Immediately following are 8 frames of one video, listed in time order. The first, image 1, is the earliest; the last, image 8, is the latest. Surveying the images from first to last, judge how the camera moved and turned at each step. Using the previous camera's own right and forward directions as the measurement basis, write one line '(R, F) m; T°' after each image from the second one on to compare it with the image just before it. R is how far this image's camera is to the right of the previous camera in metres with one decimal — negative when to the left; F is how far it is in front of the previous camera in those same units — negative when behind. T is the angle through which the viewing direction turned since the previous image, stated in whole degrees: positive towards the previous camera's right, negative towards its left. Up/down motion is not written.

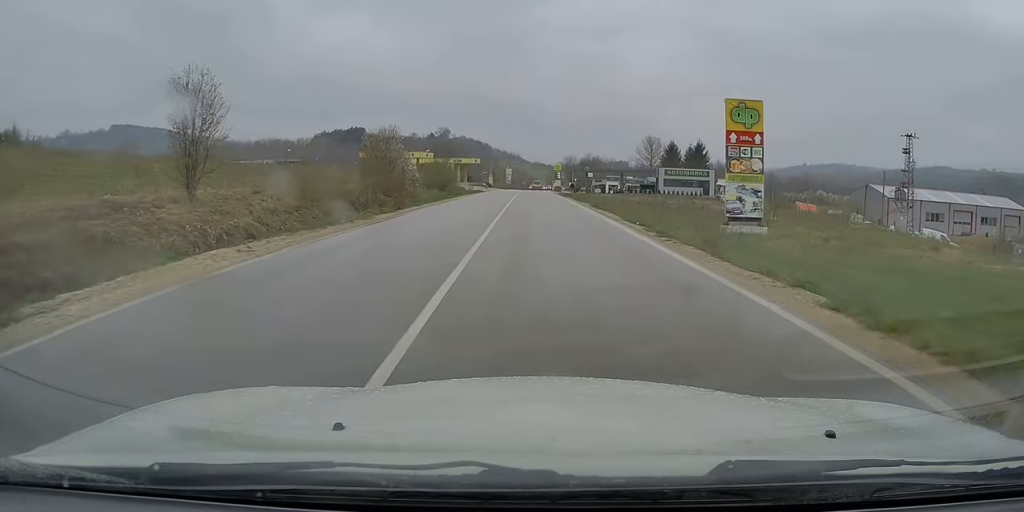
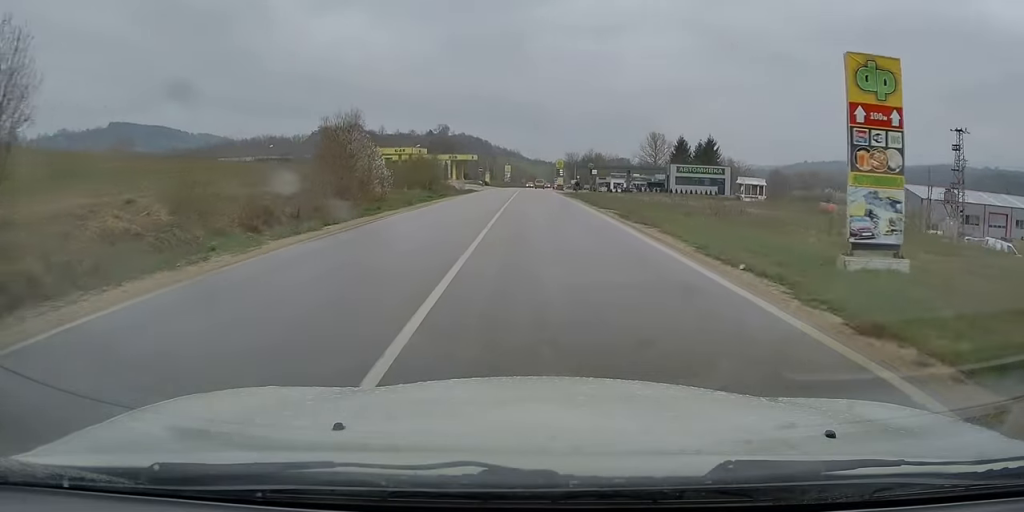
(0.0, +9.5) m; -1°
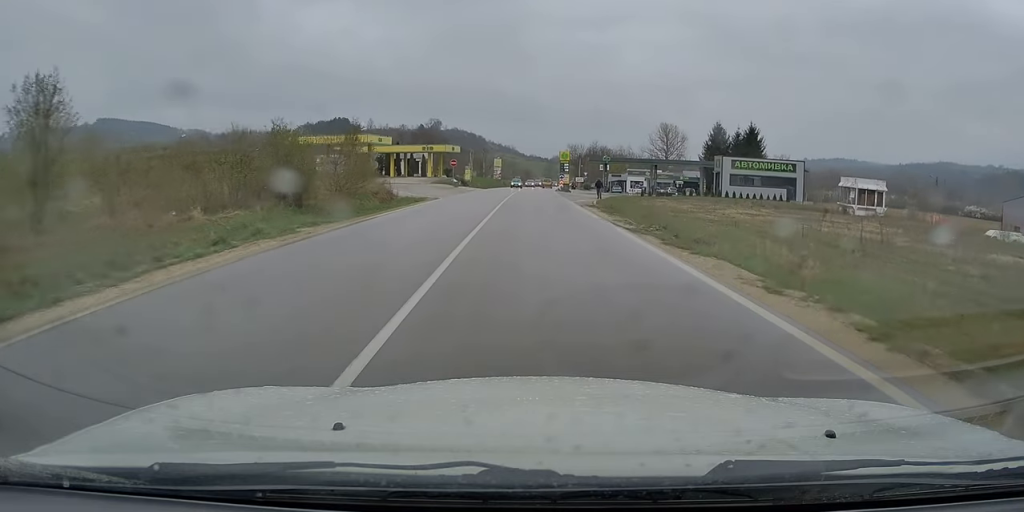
(-0.5, +31.5) m; 0°
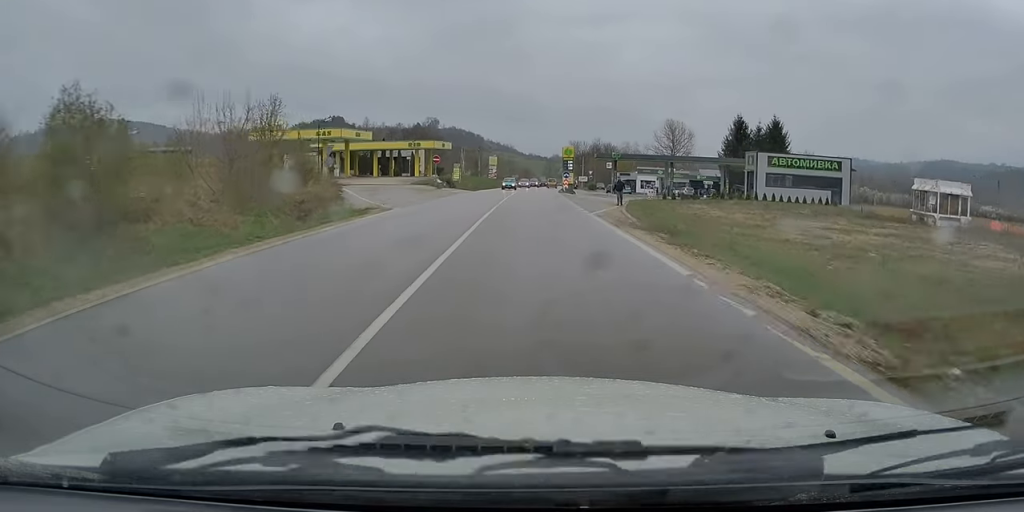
(+0.2, +12.4) m; +1°
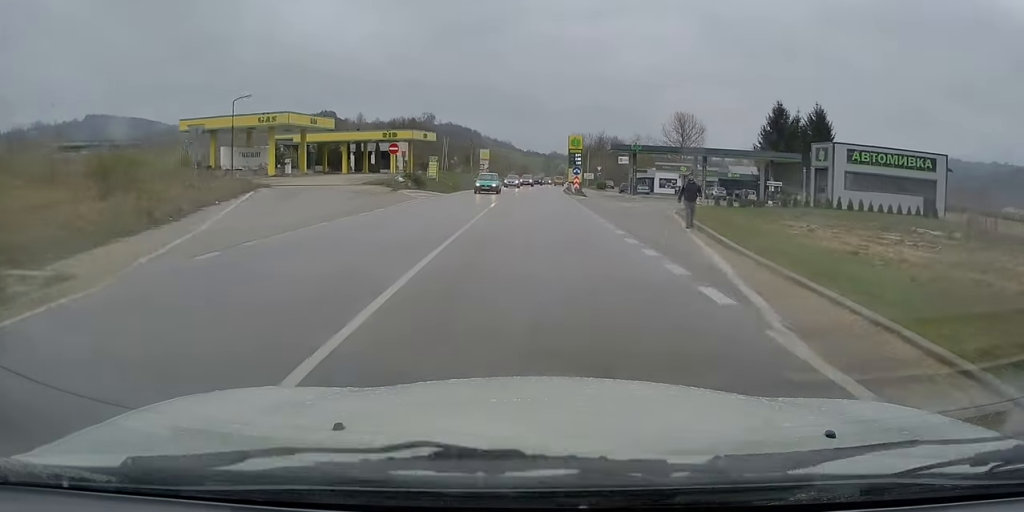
(0.0, +17.3) m; 0°
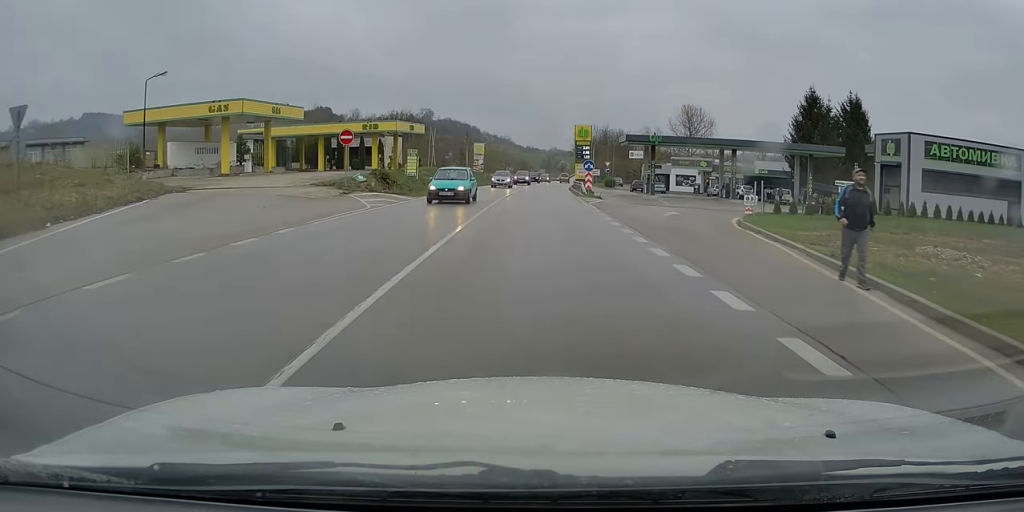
(+0.1, +10.3) m; +1°
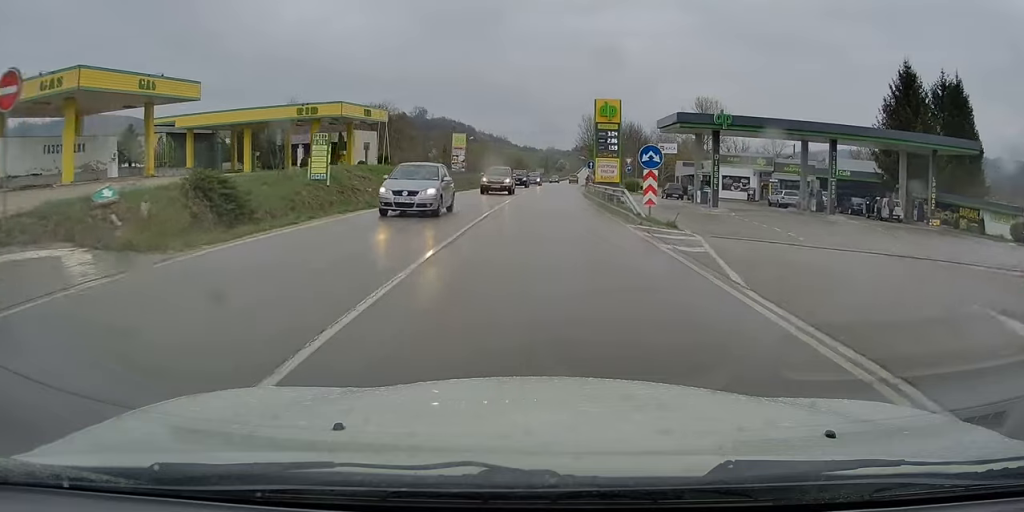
(+0.1, +21.3) m; -1°
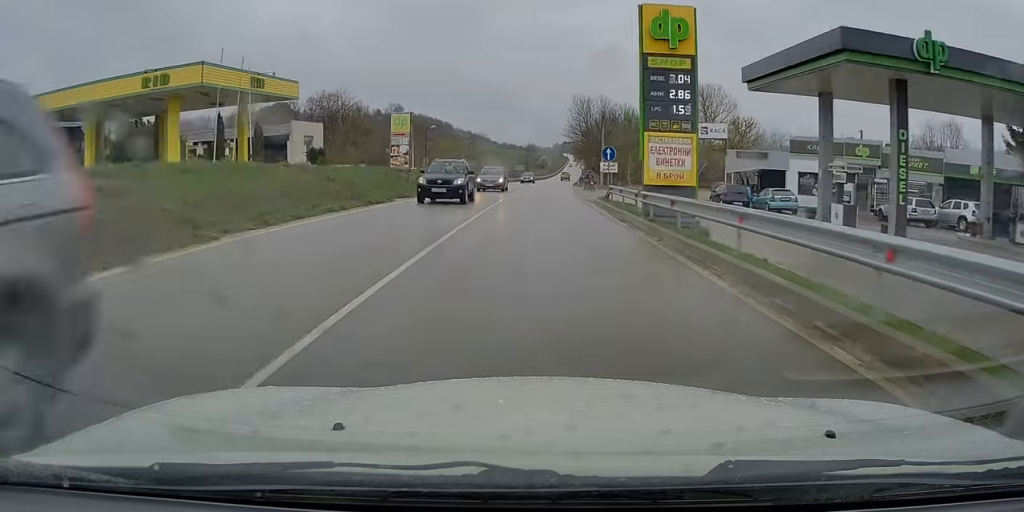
(0.0, +22.0) m; +1°
